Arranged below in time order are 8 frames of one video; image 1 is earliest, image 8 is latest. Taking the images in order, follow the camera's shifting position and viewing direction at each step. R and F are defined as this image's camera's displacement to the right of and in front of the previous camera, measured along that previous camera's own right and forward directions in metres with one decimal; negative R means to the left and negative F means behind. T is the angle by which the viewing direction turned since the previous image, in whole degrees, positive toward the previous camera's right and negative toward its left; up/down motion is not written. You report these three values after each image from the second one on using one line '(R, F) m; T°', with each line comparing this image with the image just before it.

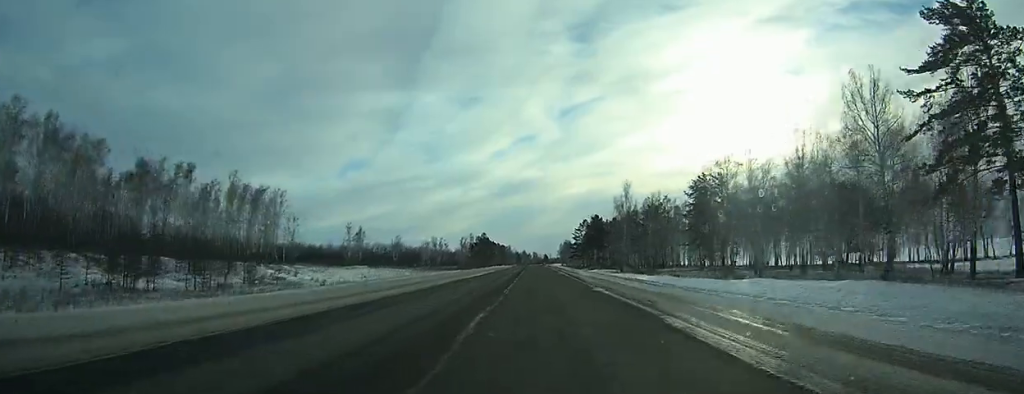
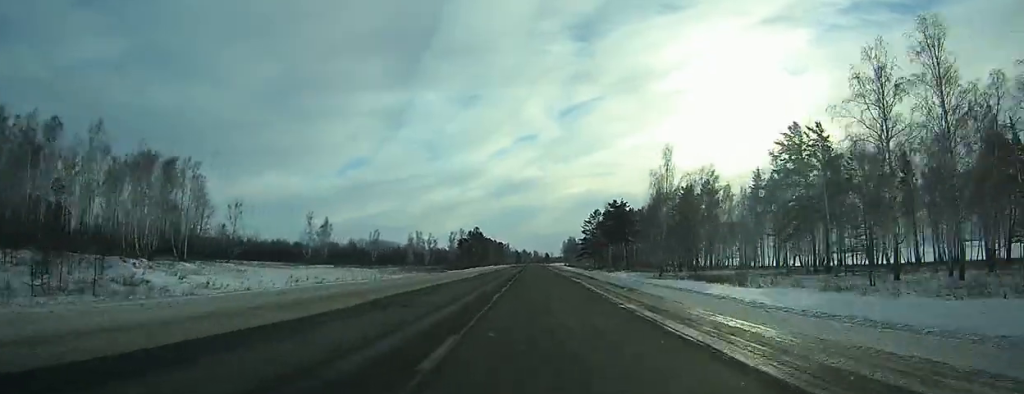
(+0.1, +41.0) m; 0°
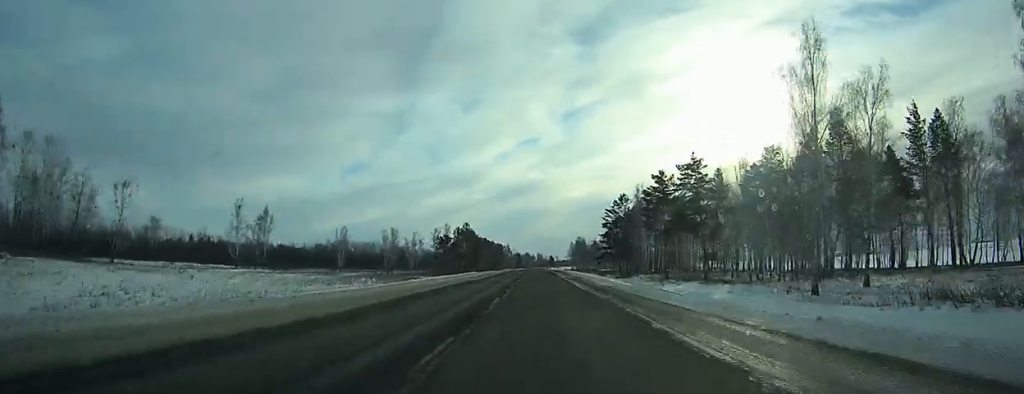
(0.0, +49.6) m; 0°
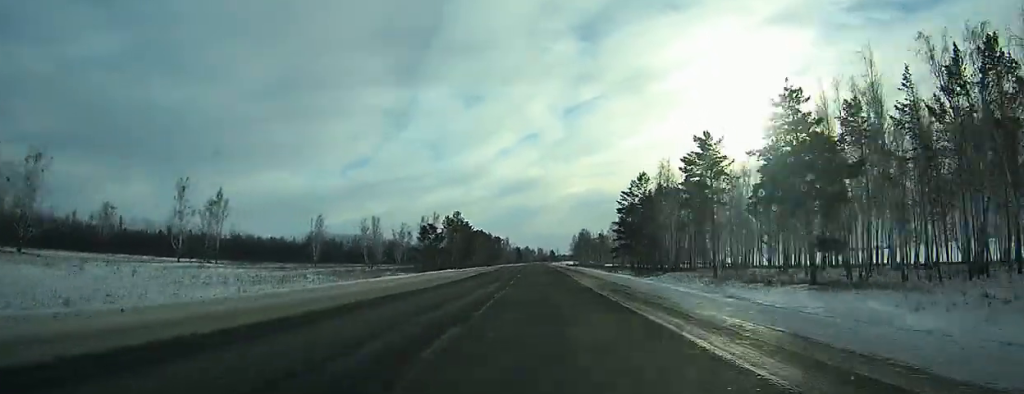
(0.0, +24.4) m; 0°
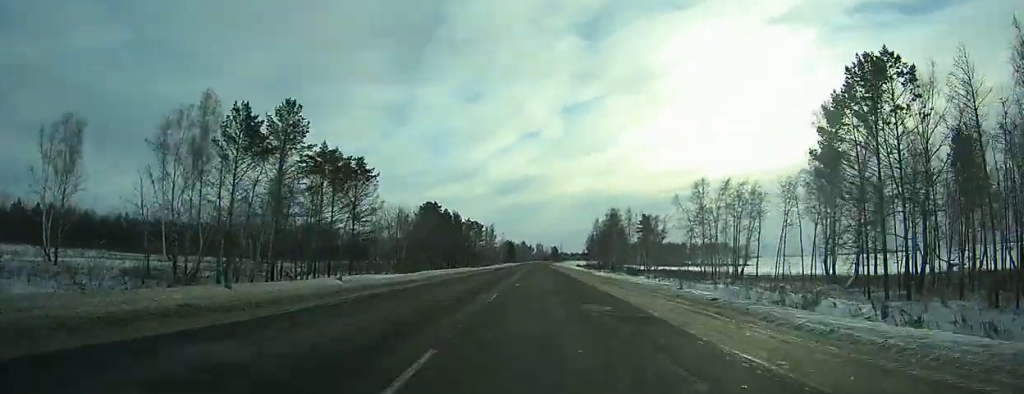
(+0.2, +118.8) m; 0°
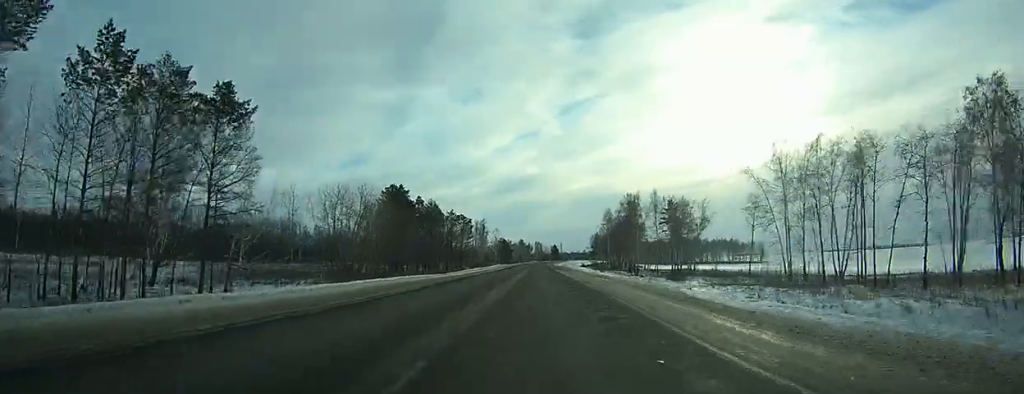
(0.0, +36.0) m; 0°
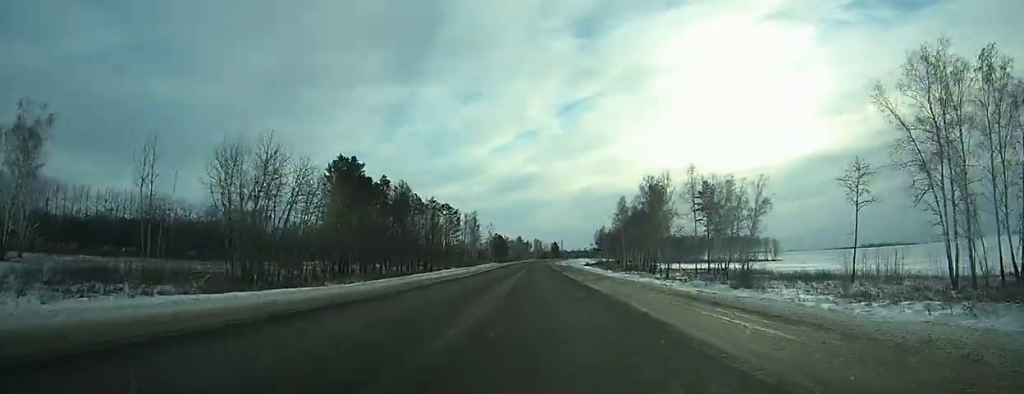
(0.0, +30.9) m; 0°
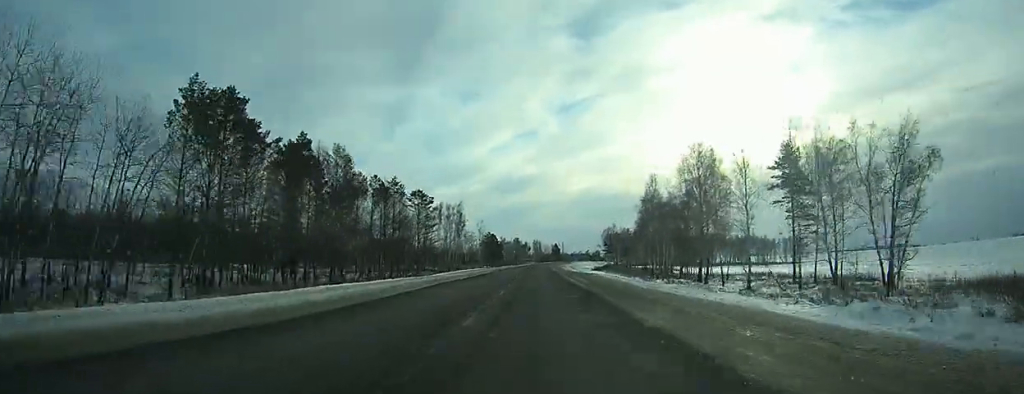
(0.0, +37.6) m; 0°
